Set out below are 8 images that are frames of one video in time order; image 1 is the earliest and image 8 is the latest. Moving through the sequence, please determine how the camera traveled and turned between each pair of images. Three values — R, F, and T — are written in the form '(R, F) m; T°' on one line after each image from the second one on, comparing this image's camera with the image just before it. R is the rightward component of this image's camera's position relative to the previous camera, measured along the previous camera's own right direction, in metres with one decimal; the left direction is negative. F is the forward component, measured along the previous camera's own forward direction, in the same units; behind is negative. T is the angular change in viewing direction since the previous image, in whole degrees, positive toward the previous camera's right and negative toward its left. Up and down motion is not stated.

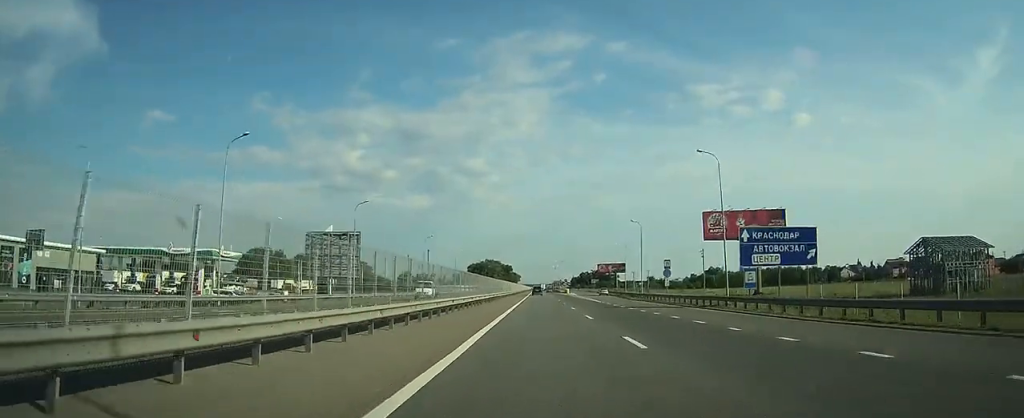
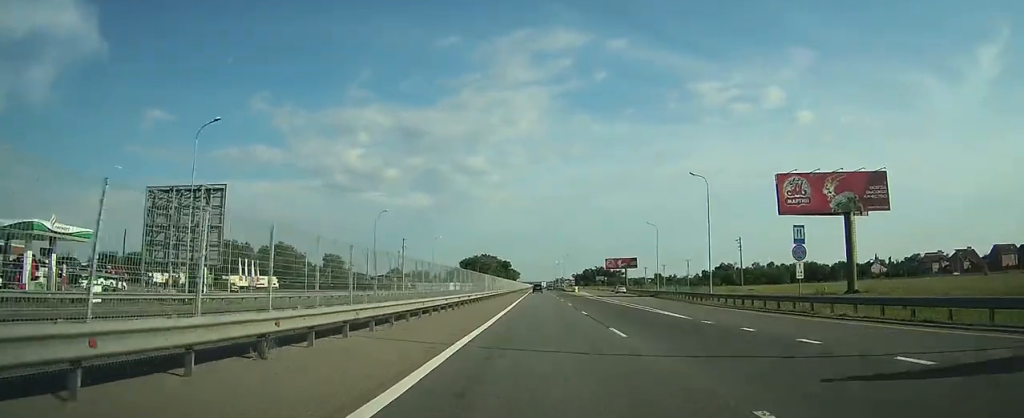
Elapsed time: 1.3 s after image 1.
(+0.3, +34.5) m; 0°
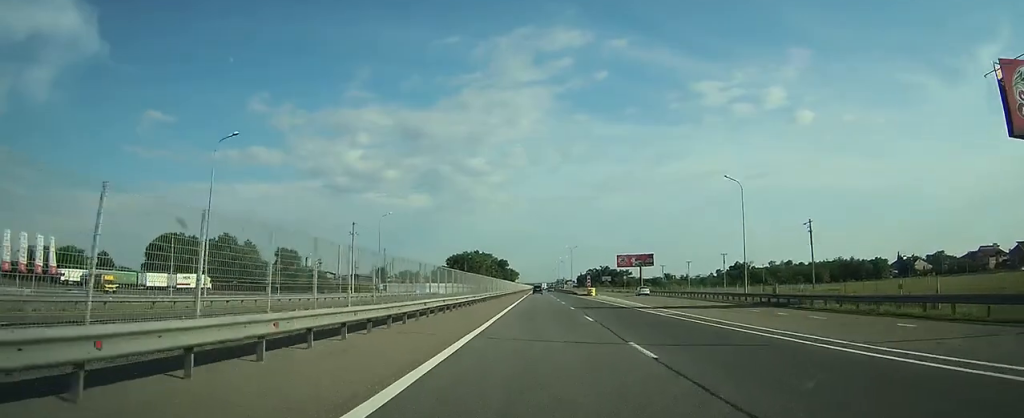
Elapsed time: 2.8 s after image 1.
(-0.1, +39.9) m; -1°
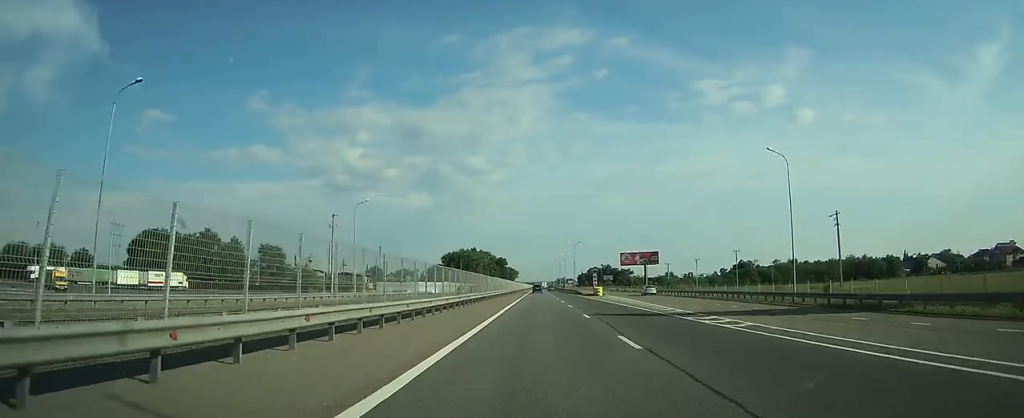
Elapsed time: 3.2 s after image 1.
(-0.2, +10.5) m; -1°
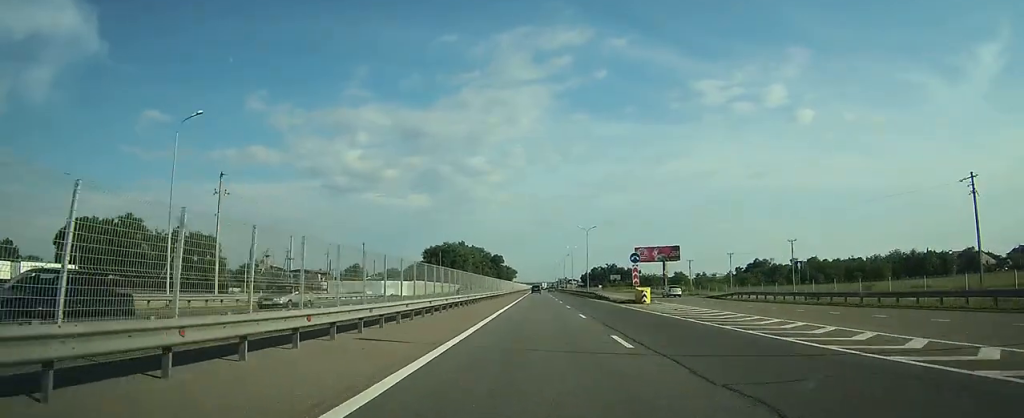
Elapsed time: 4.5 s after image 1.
(-0.6, +35.0) m; -1°
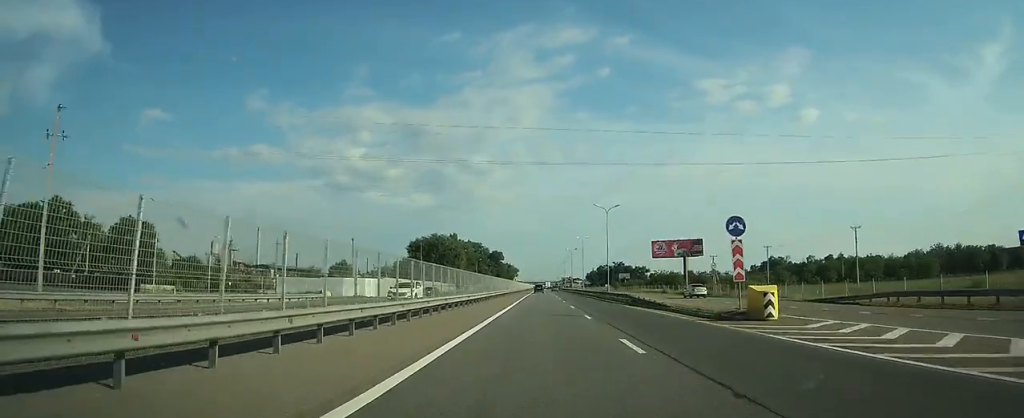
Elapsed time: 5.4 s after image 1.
(0.0, +24.5) m; 0°
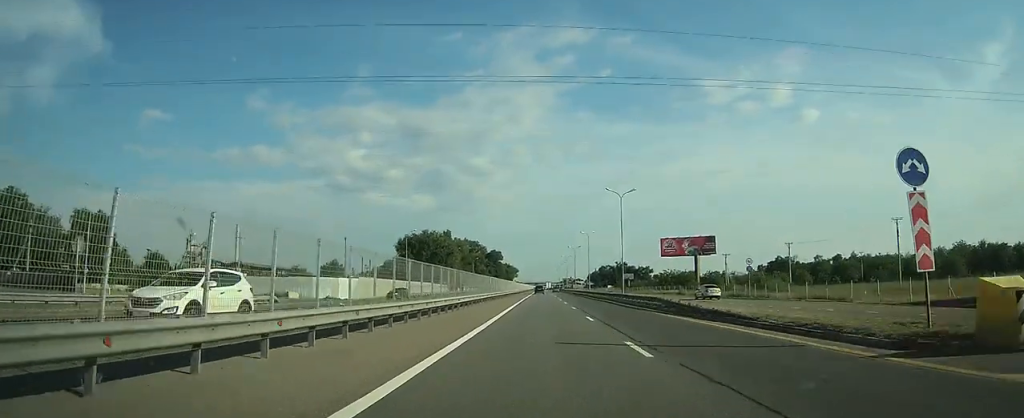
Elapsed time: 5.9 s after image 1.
(0.0, +12.3) m; 0°
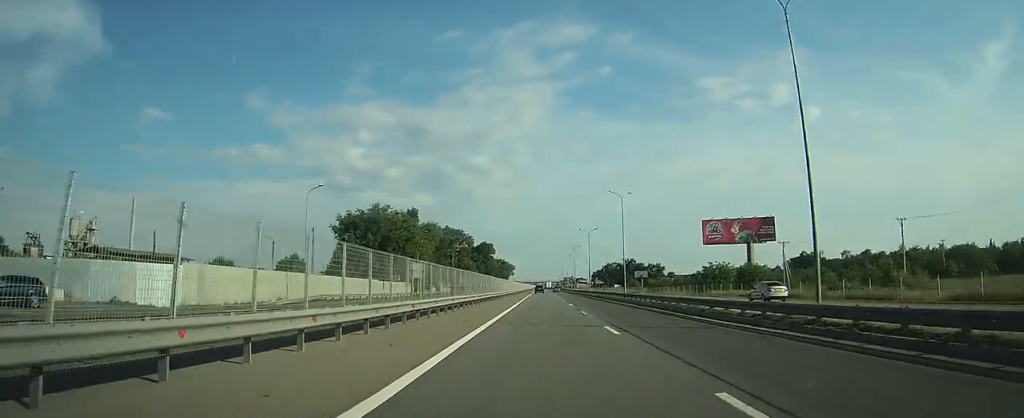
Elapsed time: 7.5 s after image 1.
(-0.3, +42.1) m; 0°
